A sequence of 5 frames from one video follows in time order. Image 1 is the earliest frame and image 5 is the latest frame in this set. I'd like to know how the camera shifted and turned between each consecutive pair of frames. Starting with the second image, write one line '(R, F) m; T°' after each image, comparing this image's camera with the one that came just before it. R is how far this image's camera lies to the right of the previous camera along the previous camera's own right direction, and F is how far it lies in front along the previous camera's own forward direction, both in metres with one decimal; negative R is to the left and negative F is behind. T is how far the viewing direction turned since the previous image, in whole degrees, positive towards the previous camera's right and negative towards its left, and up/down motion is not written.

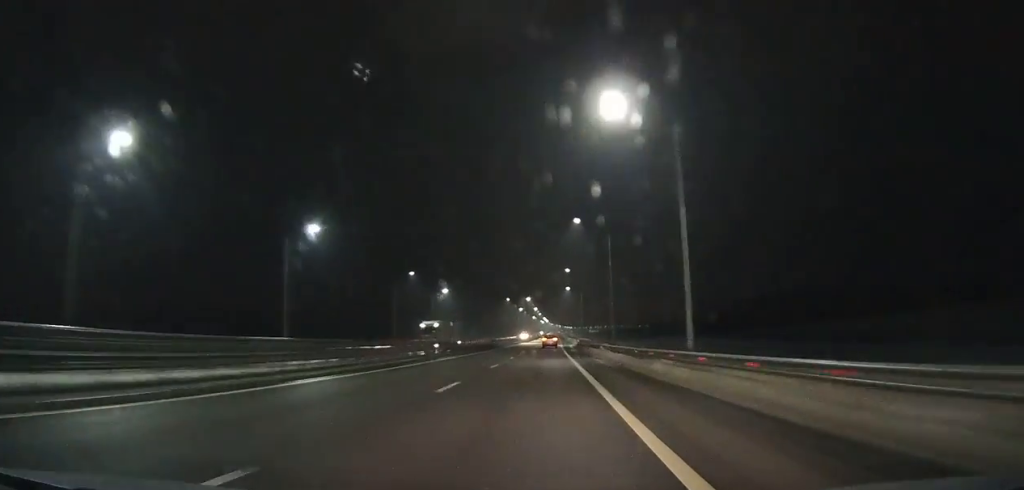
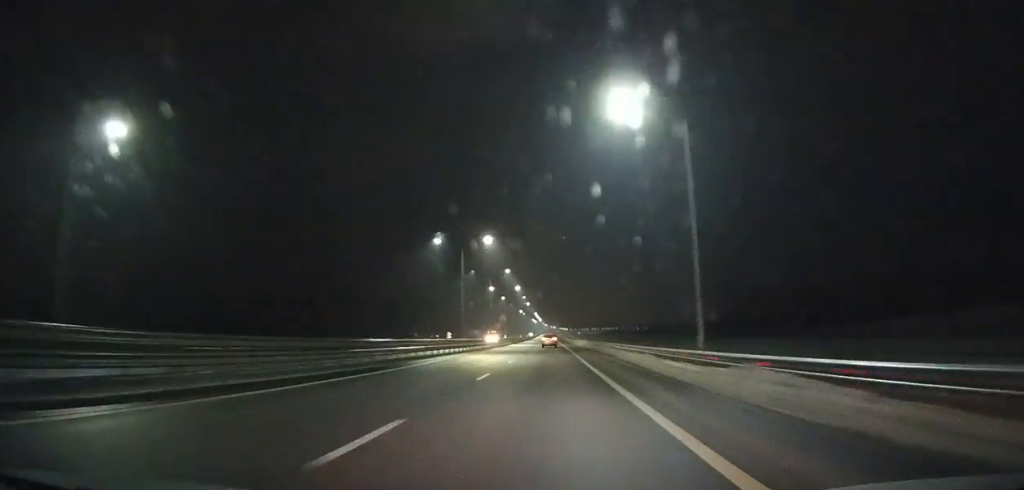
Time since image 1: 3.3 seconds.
(+0.1, +90.9) m; 0°
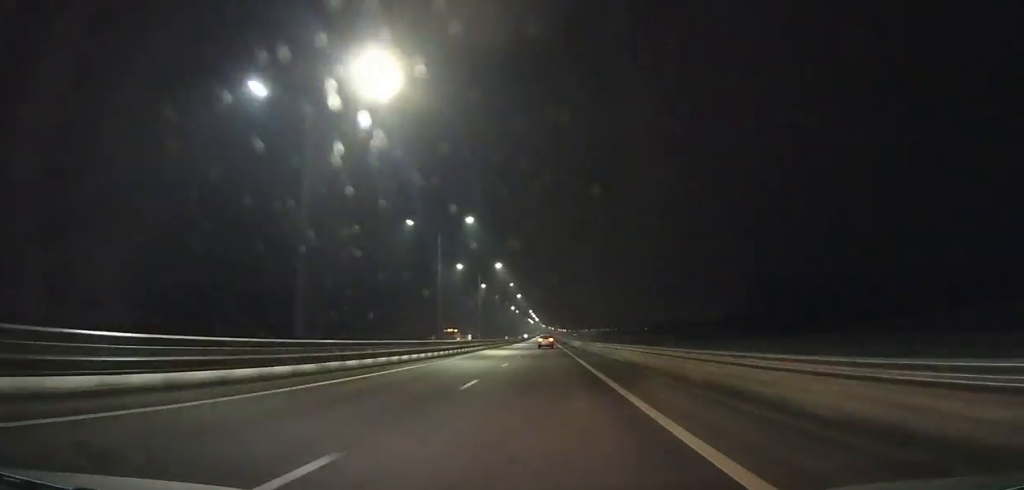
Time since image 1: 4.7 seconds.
(+0.2, +38.5) m; 0°
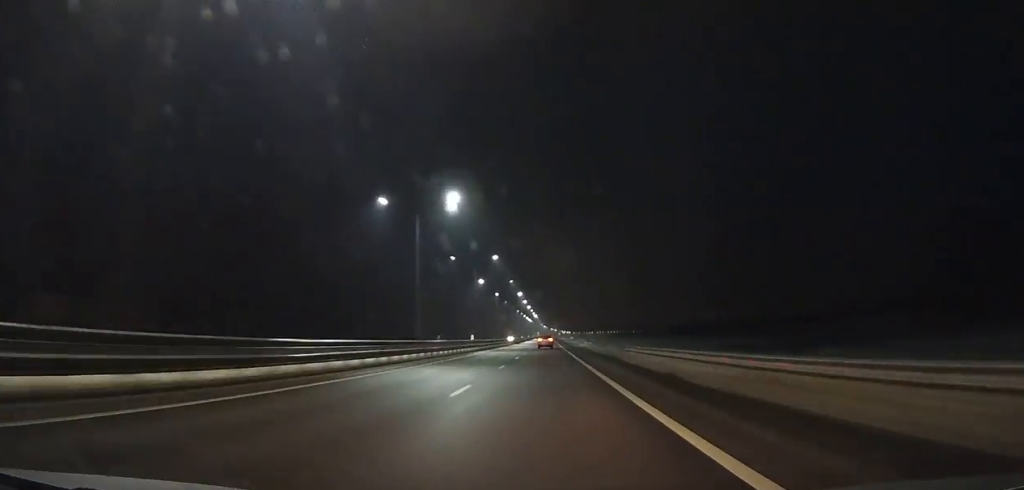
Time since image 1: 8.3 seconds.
(-0.2, +98.5) m; 0°
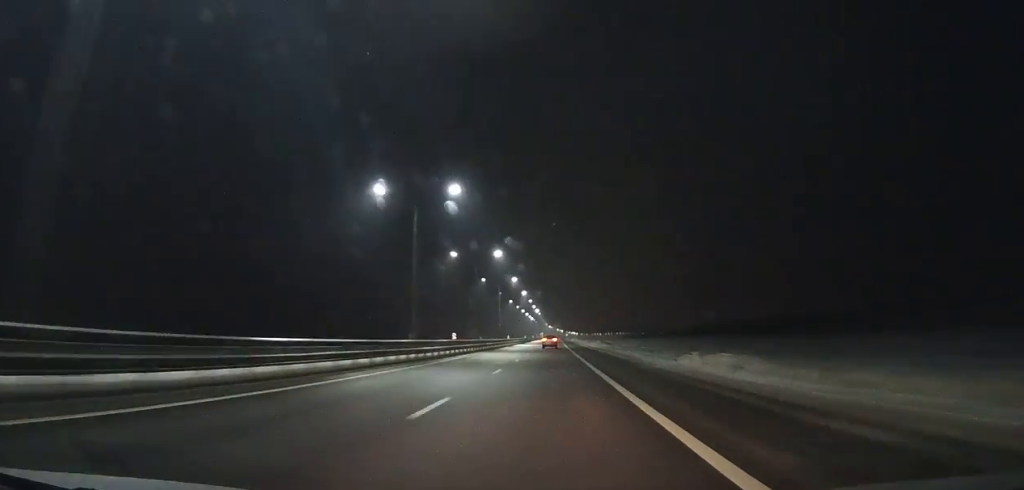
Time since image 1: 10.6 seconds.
(-0.1, +63.0) m; 0°
